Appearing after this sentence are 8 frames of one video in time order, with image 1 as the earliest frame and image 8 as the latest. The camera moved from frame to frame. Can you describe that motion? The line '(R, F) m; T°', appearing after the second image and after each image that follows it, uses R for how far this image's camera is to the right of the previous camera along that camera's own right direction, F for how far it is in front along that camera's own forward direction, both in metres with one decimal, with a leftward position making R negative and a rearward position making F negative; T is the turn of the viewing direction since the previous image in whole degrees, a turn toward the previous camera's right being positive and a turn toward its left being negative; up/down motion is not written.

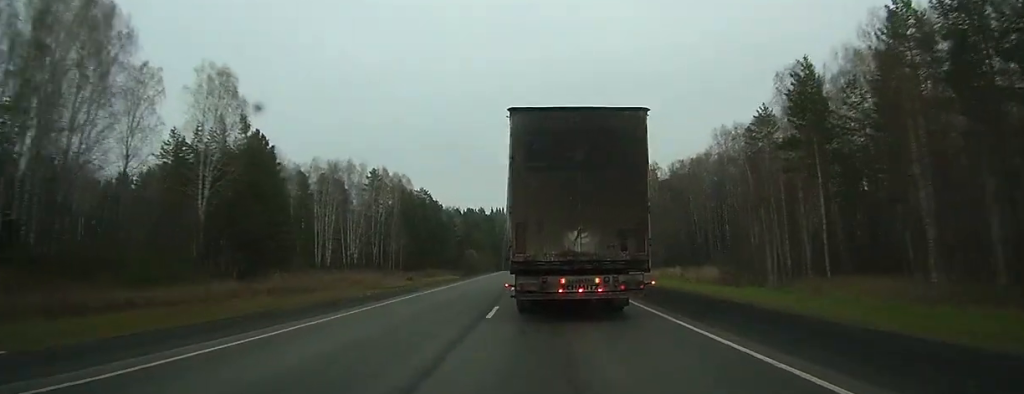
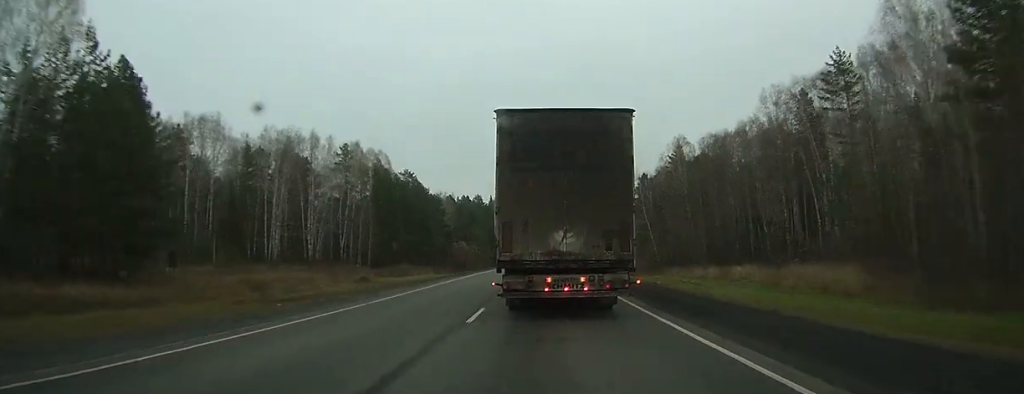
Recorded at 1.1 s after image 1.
(+0.1, +25.9) m; 0°
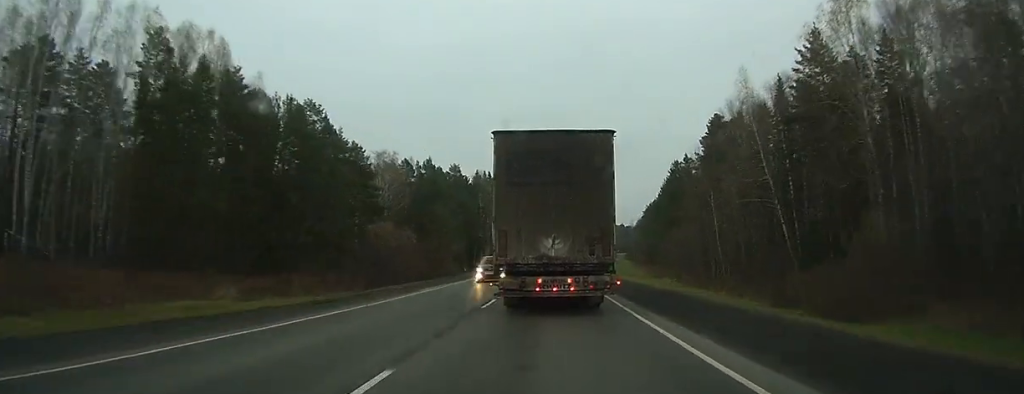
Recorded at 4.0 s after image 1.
(-0.5, +69.7) m; -1°
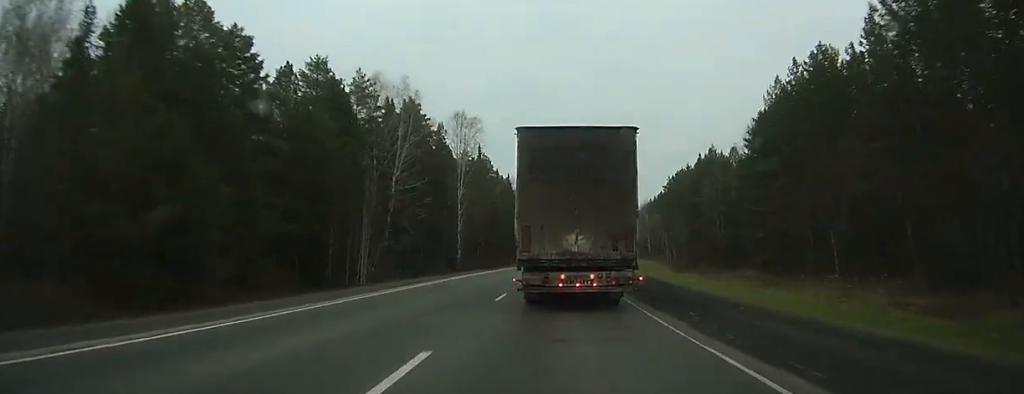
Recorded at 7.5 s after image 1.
(+0.8, +82.1) m; +2°
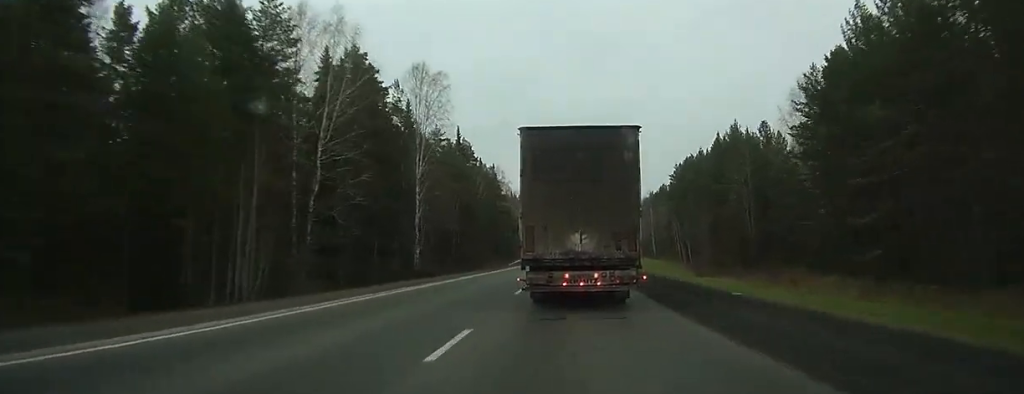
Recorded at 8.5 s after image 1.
(+0.2, +21.6) m; +1°
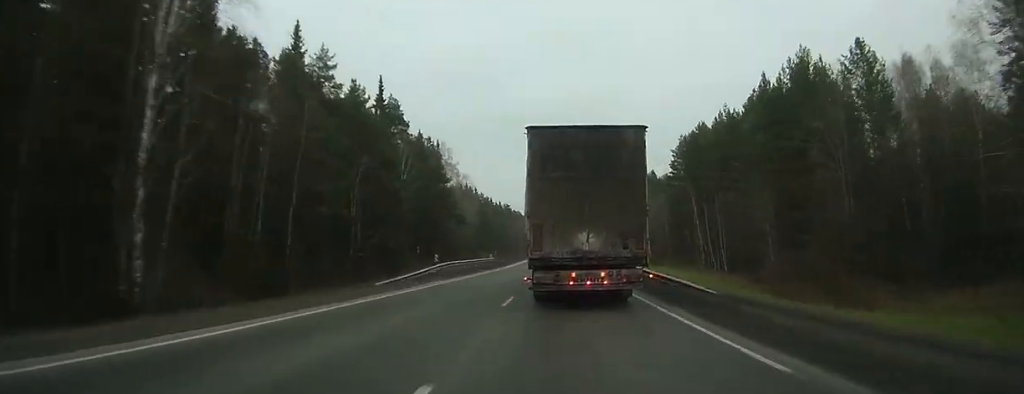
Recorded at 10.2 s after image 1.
(+0.4, +40.0) m; +2°
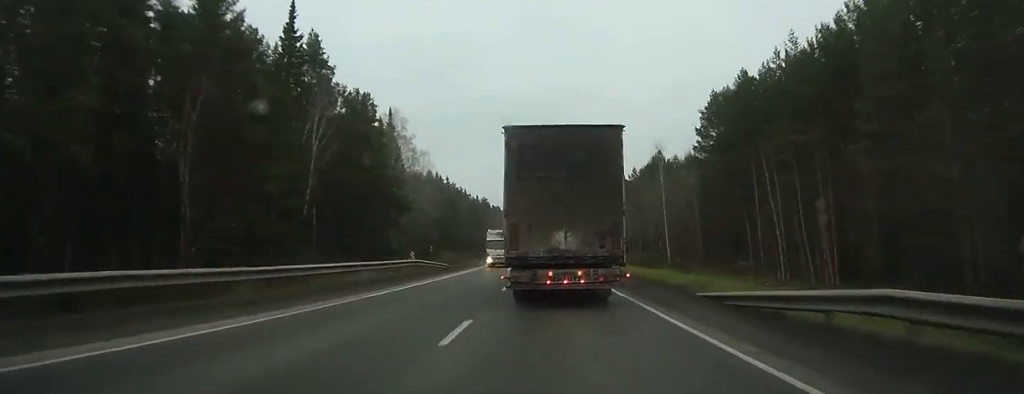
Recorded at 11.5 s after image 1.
(+0.7, +30.6) m; +1°
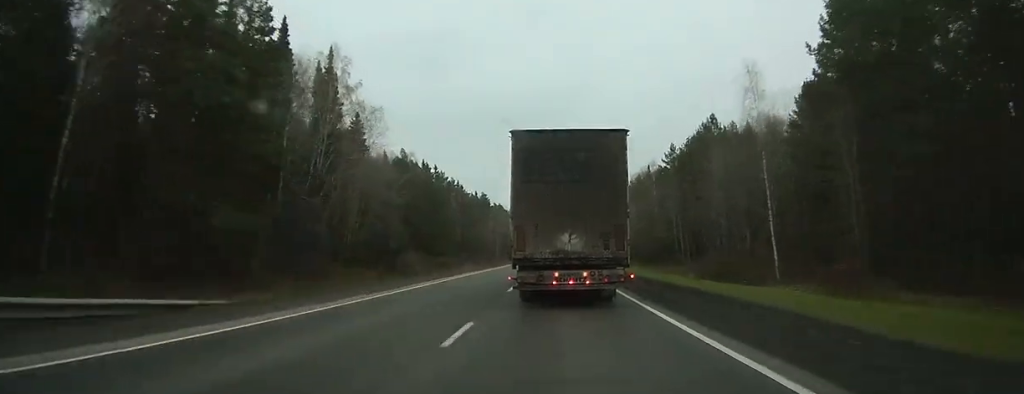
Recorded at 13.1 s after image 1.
(+0.4, +36.5) m; 0°
